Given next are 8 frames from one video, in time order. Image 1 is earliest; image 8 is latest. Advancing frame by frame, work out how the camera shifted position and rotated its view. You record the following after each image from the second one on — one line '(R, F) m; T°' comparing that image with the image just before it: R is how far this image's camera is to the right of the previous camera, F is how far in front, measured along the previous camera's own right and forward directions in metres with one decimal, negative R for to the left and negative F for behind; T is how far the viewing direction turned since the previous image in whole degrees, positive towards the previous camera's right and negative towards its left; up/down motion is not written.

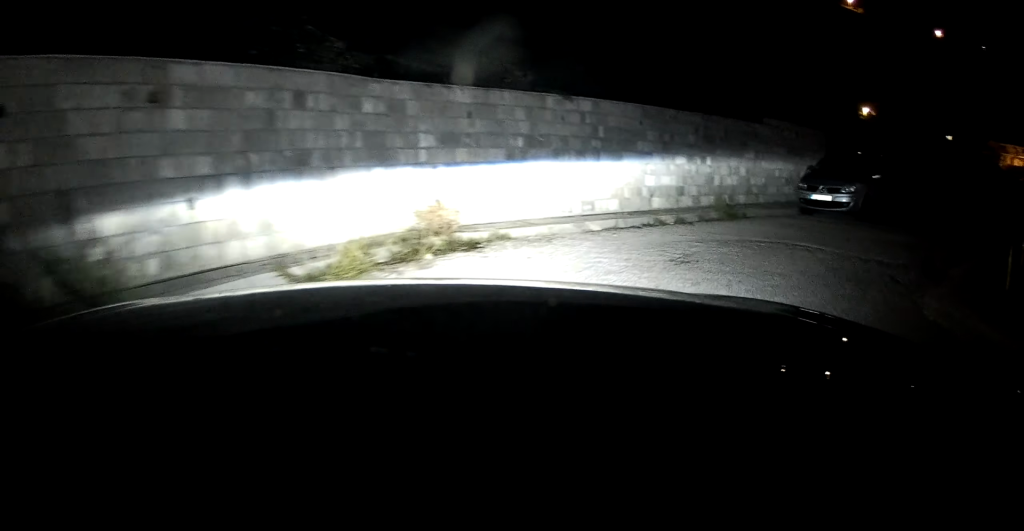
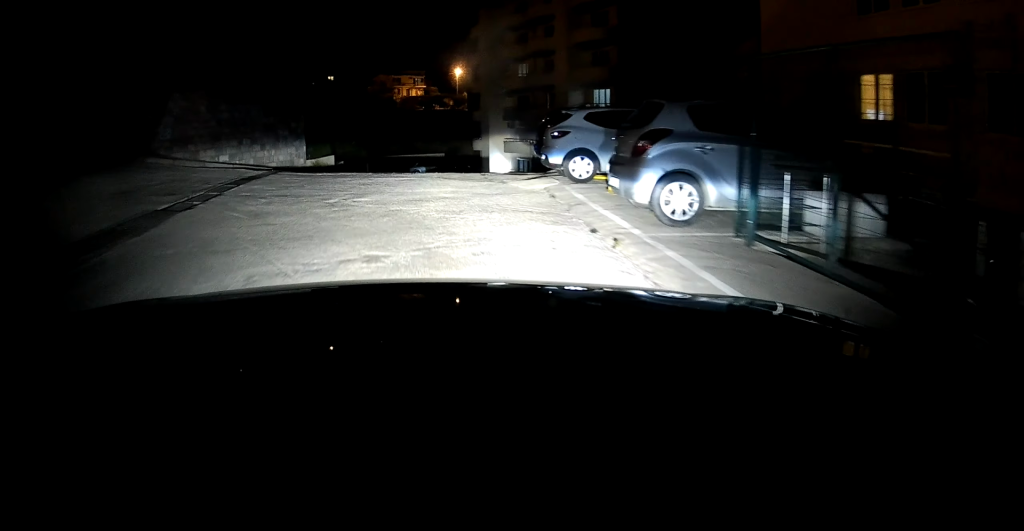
(+8.1, +16.1) m; +19°
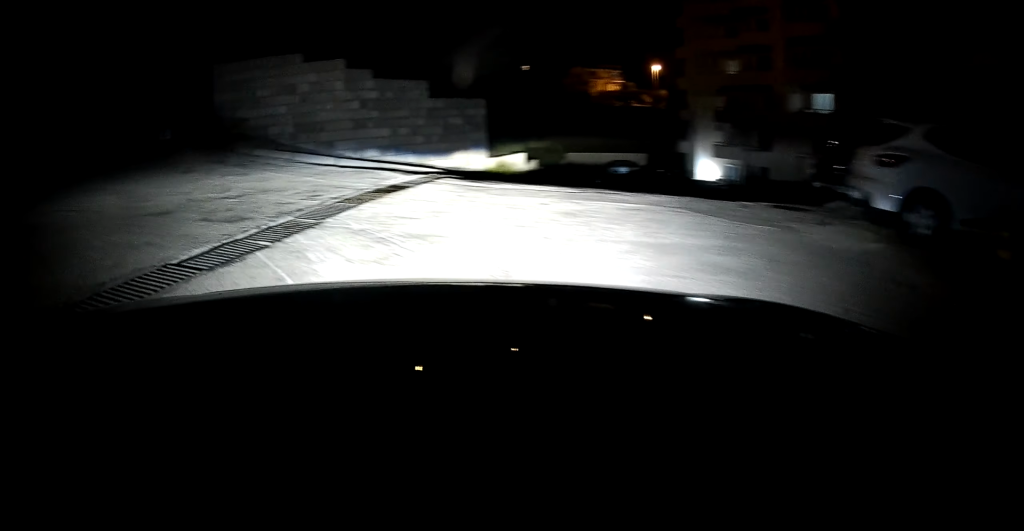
(-1.5, +5.3) m; -29°
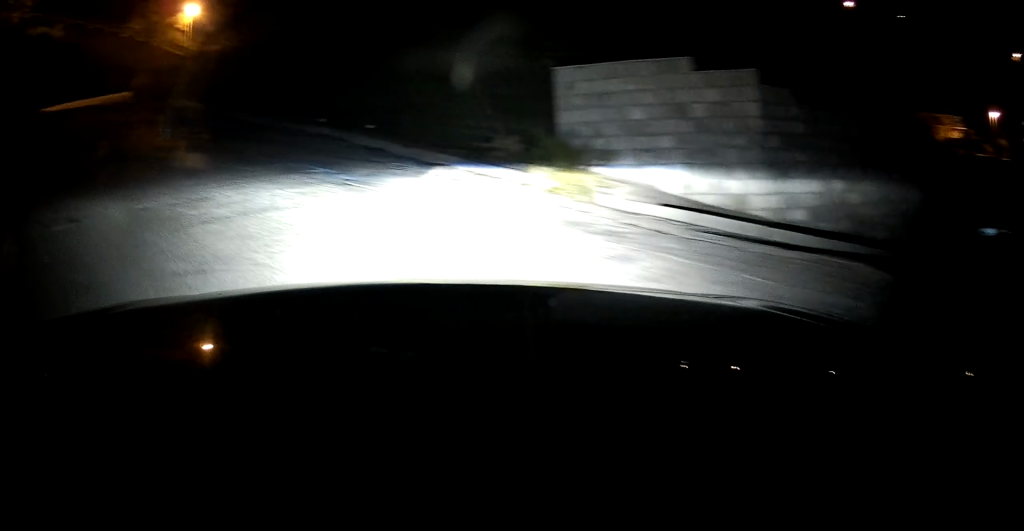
(-1.0, +4.7) m; -20°
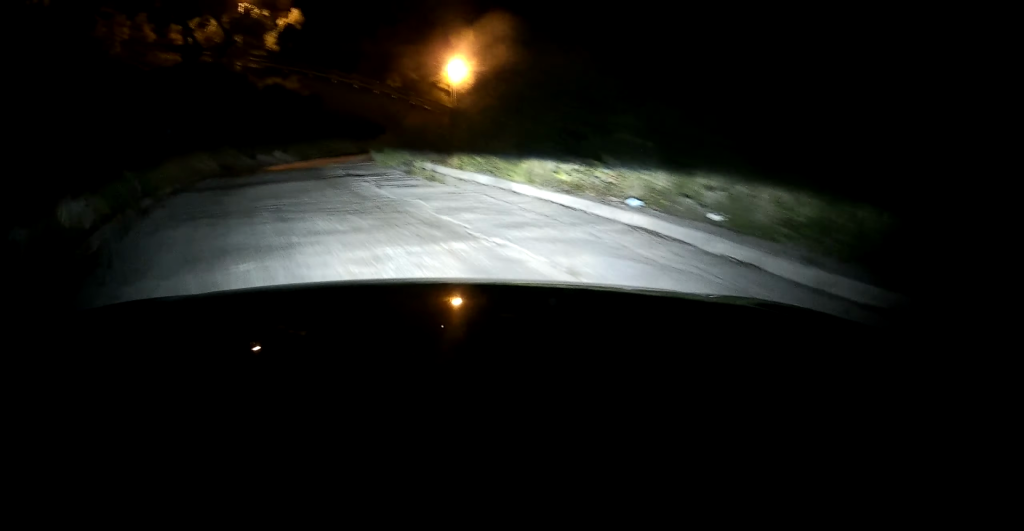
(-0.9, +4.8) m; -14°
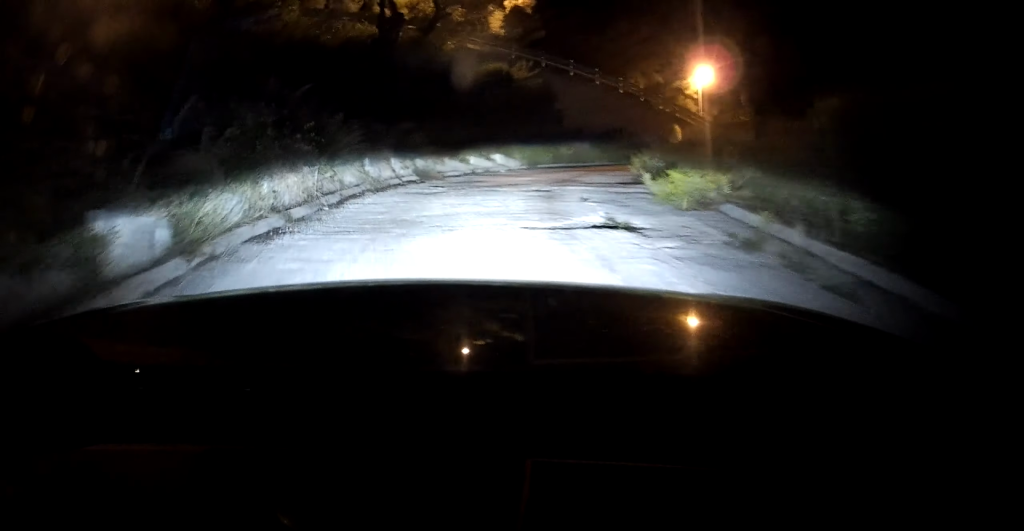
(-1.0, +7.5) m; -4°
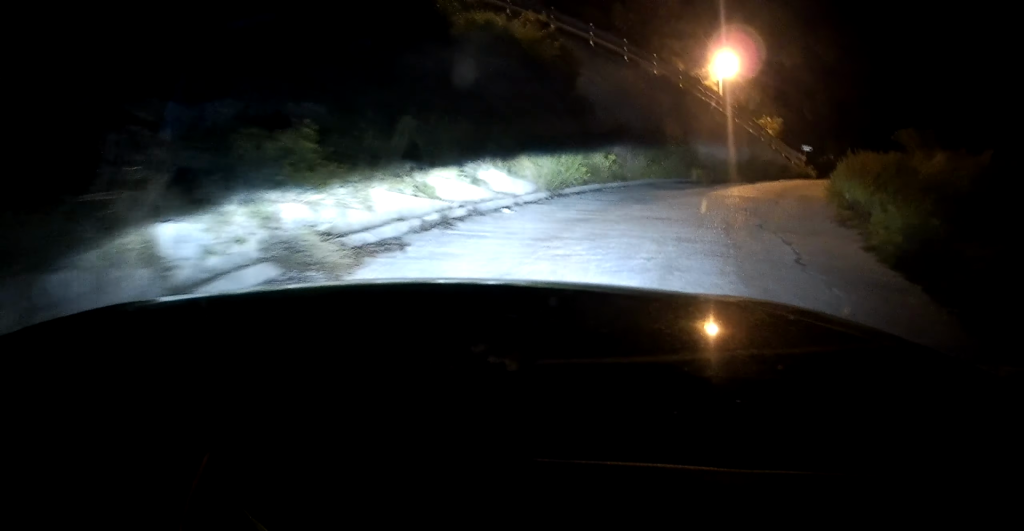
(+0.2, +12.2) m; +8°
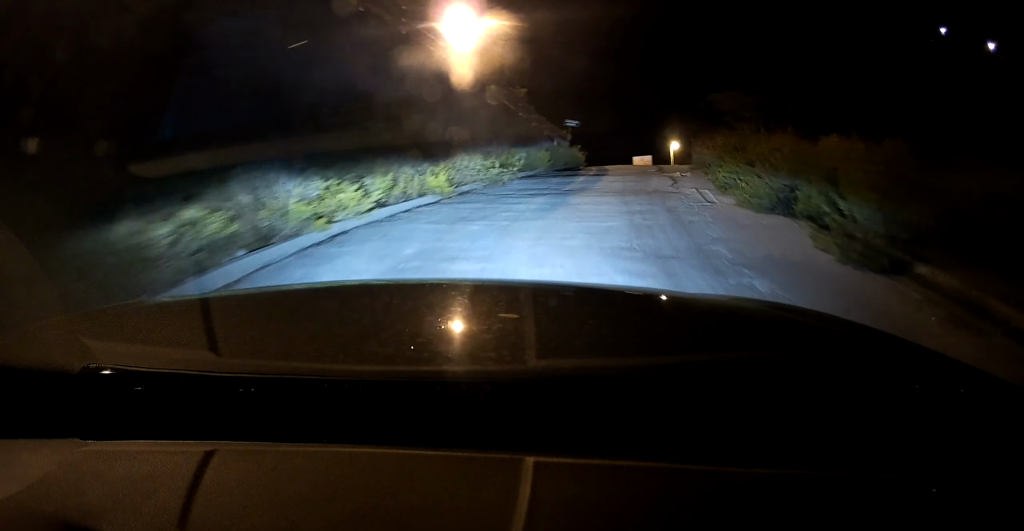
(+1.4, +11.7) m; +12°
